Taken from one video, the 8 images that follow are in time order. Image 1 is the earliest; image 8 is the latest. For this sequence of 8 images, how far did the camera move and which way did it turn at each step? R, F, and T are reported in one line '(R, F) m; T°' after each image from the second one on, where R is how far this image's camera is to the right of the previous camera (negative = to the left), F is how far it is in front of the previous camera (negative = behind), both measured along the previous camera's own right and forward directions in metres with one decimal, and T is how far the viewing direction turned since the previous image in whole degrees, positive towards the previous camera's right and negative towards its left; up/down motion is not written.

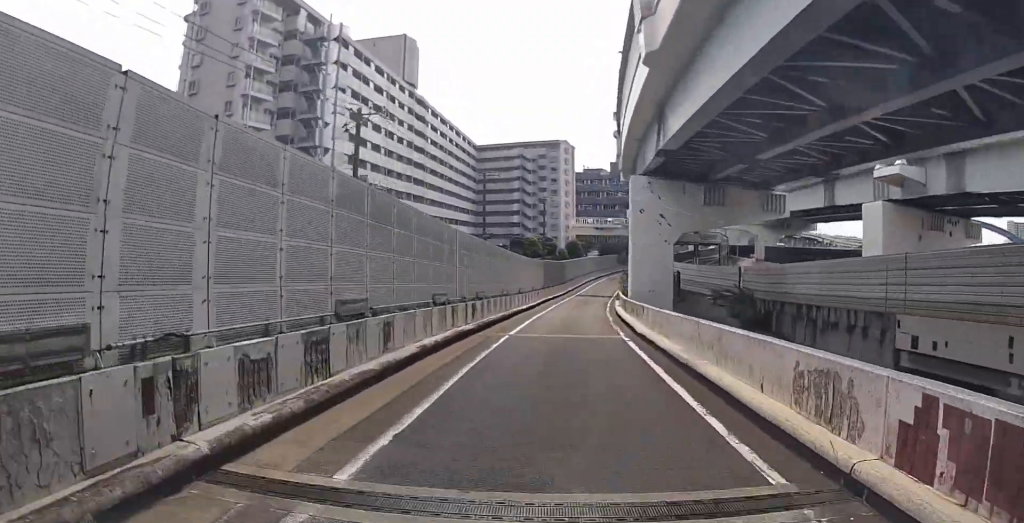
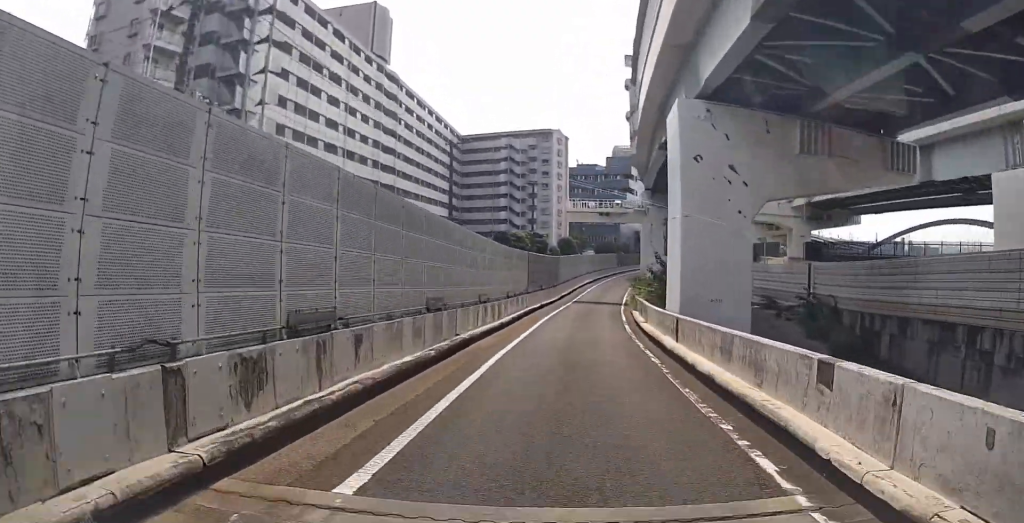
(-0.3, +13.6) m; -1°
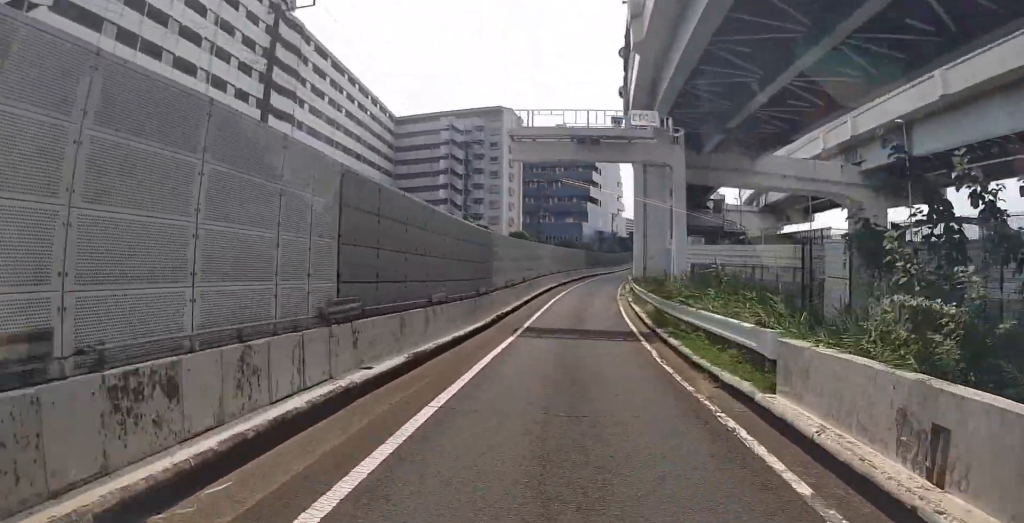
(0.0, +22.6) m; -1°
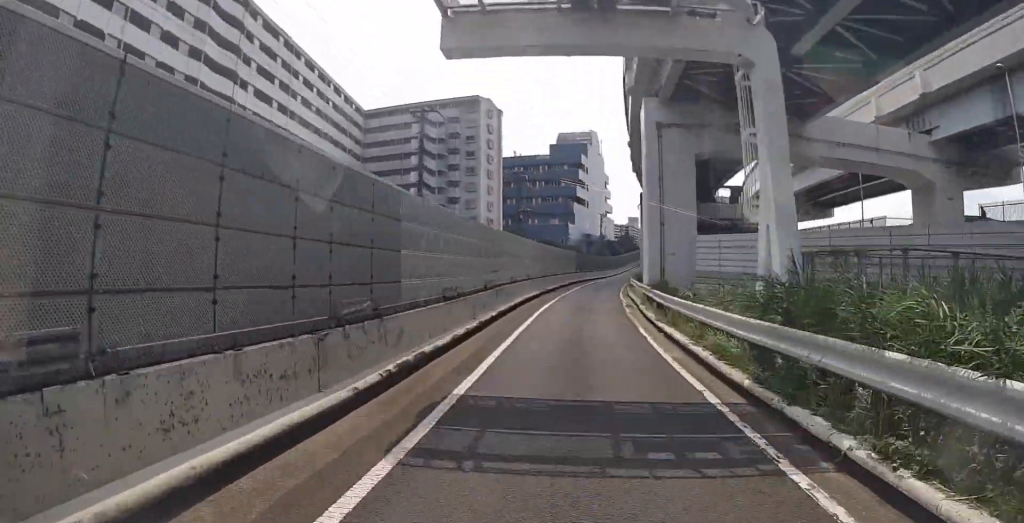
(0.0, +10.7) m; 0°
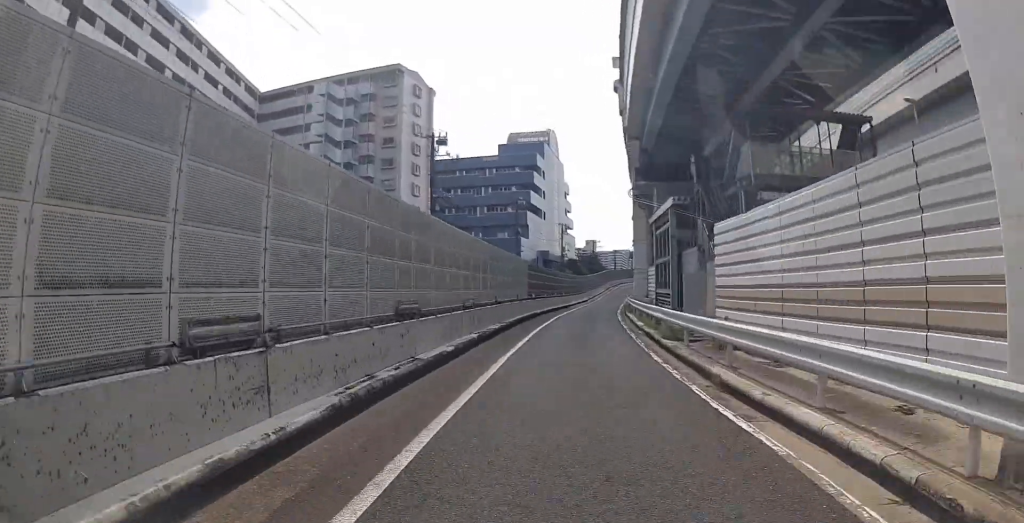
(+1.8, +26.0) m; +10°
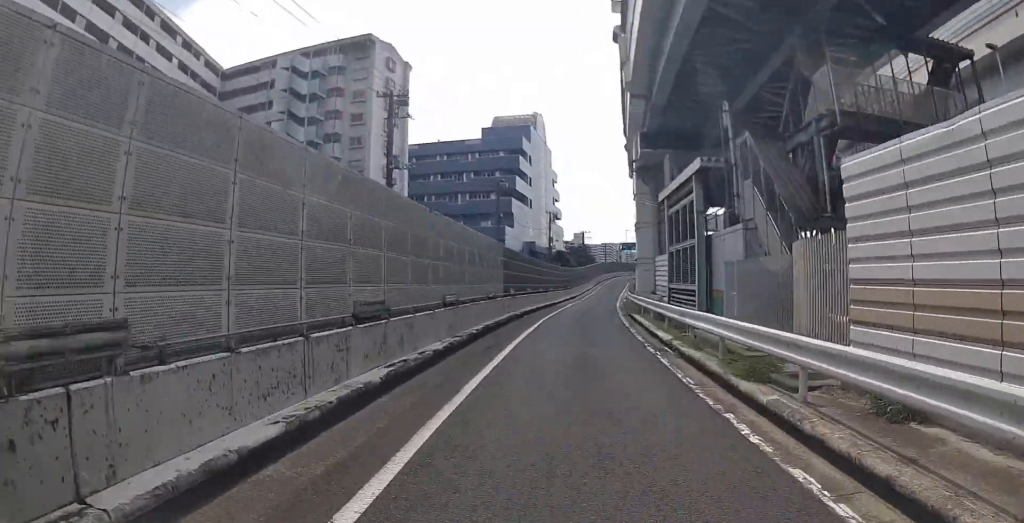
(+0.5, +7.7) m; +3°
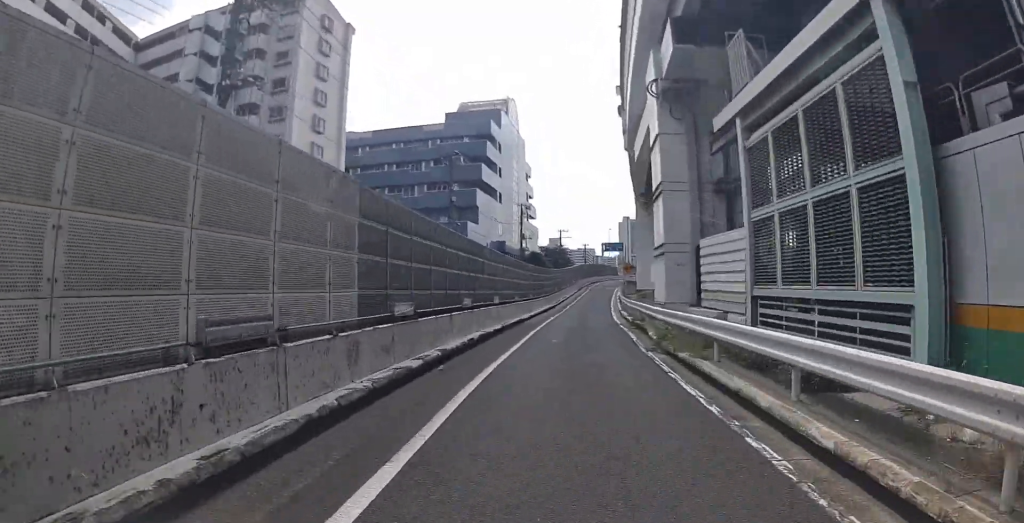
(-0.1, +15.9) m; 0°
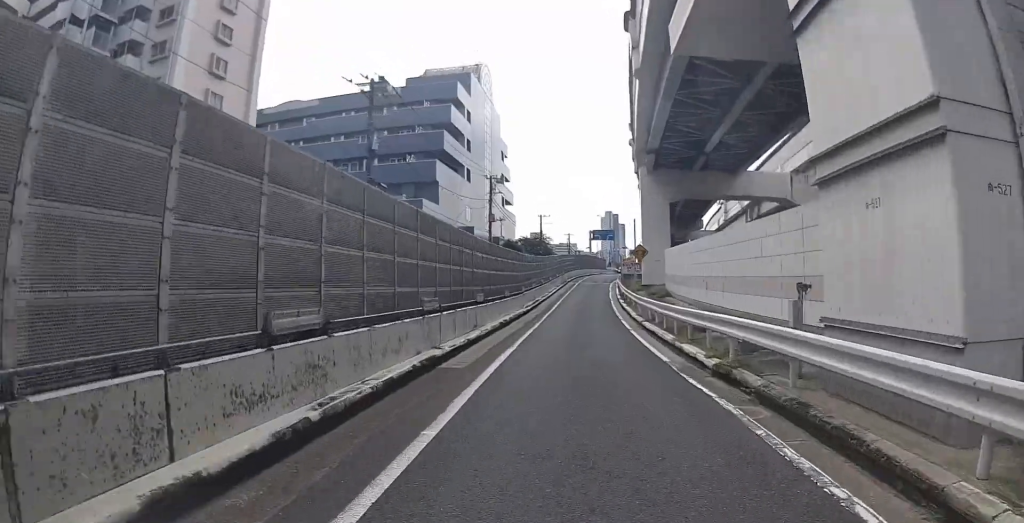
(0.0, +16.3) m; +3°
